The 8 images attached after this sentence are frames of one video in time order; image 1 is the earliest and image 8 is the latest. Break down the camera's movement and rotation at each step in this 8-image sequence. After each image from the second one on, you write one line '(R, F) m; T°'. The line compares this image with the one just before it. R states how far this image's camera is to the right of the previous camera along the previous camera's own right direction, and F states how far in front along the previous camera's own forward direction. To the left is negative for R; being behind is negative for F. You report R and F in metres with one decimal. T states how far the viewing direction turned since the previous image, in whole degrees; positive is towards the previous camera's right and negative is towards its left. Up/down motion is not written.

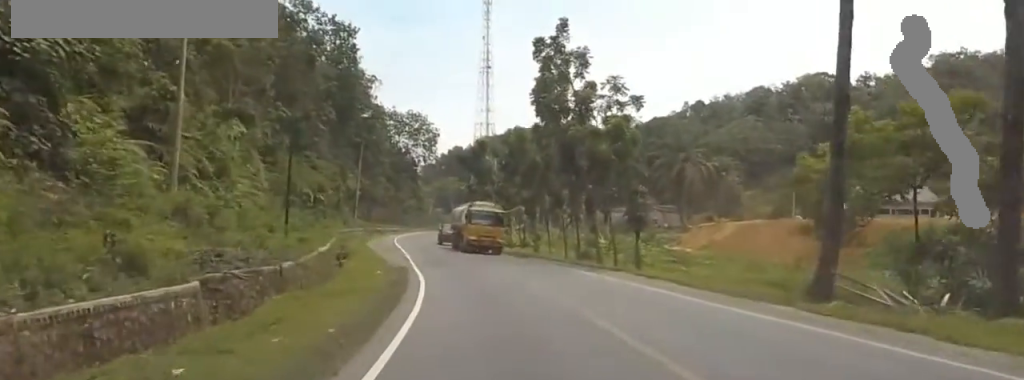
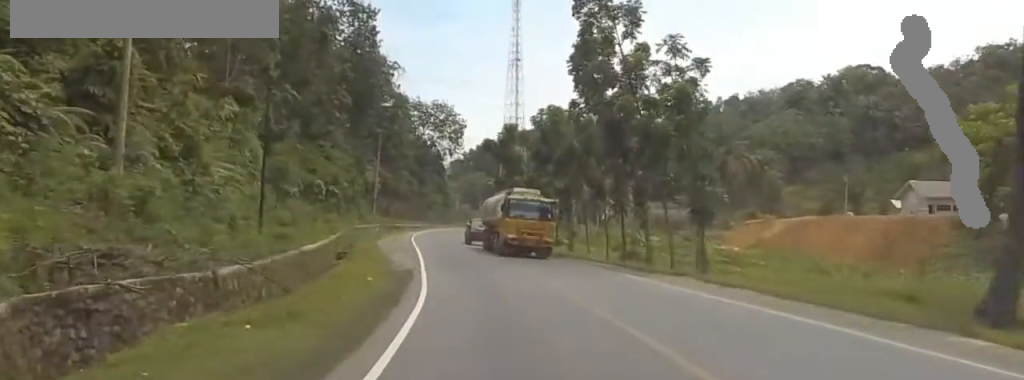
(-0.8, +8.1) m; +2°
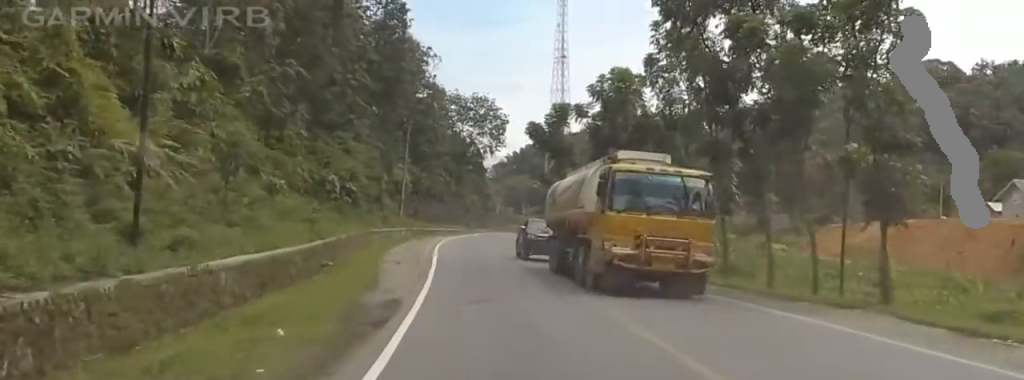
(+0.9, +12.7) m; +2°
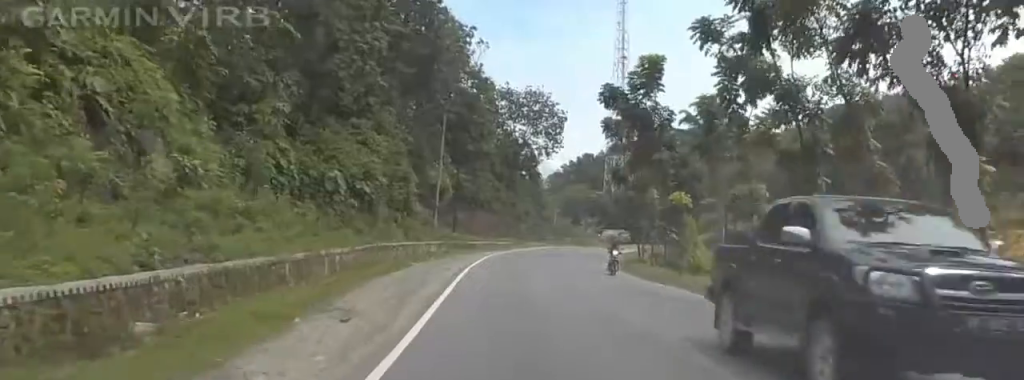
(-0.3, +17.4) m; +1°
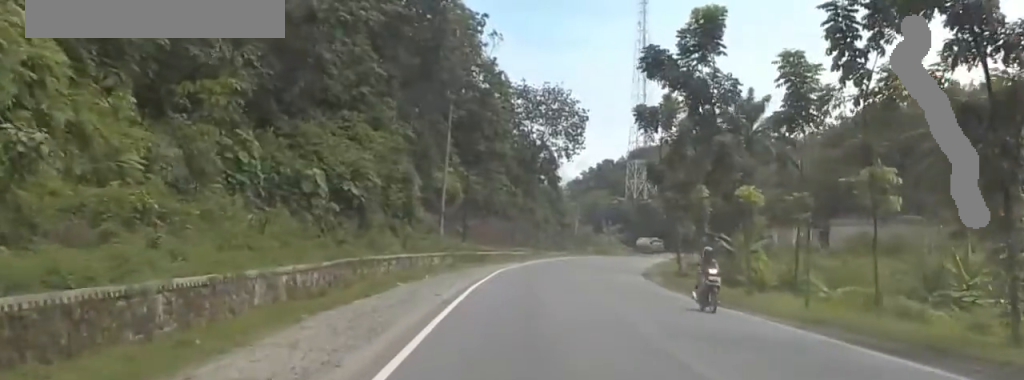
(+0.3, +8.7) m; 0°
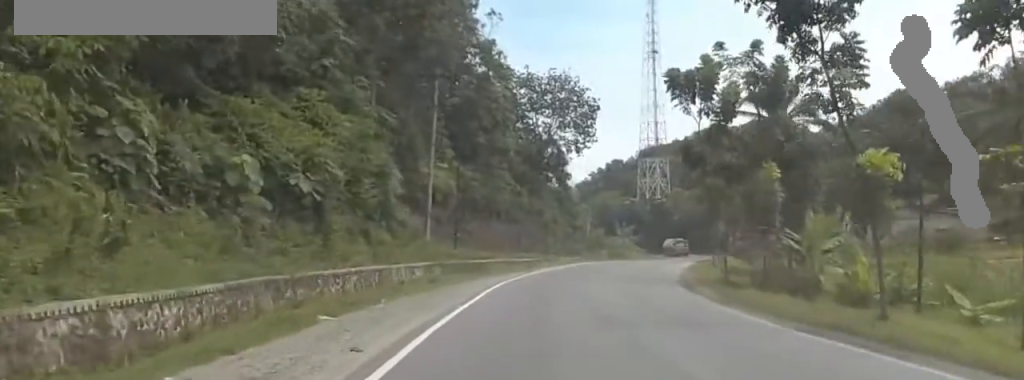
(+0.5, +10.4) m; -1°
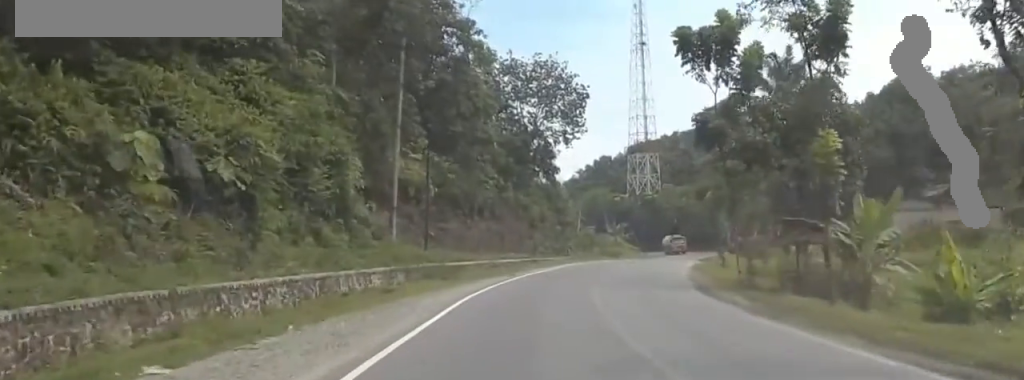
(-0.5, +6.9) m; -2°
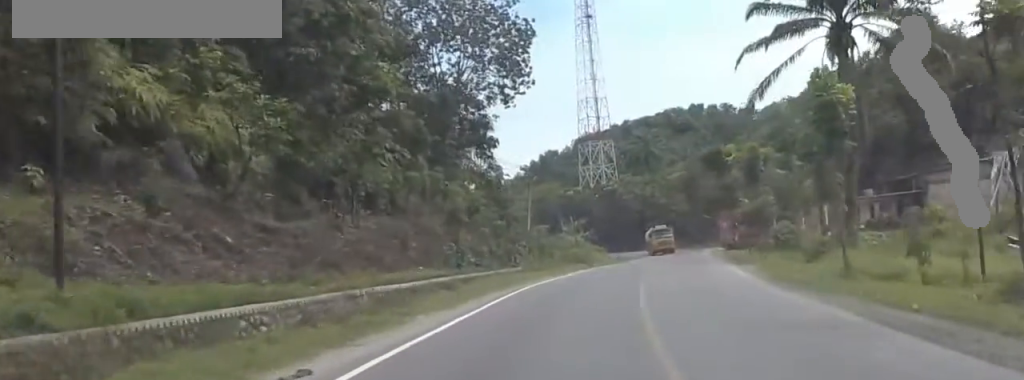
(-0.9, +27.4) m; +1°
